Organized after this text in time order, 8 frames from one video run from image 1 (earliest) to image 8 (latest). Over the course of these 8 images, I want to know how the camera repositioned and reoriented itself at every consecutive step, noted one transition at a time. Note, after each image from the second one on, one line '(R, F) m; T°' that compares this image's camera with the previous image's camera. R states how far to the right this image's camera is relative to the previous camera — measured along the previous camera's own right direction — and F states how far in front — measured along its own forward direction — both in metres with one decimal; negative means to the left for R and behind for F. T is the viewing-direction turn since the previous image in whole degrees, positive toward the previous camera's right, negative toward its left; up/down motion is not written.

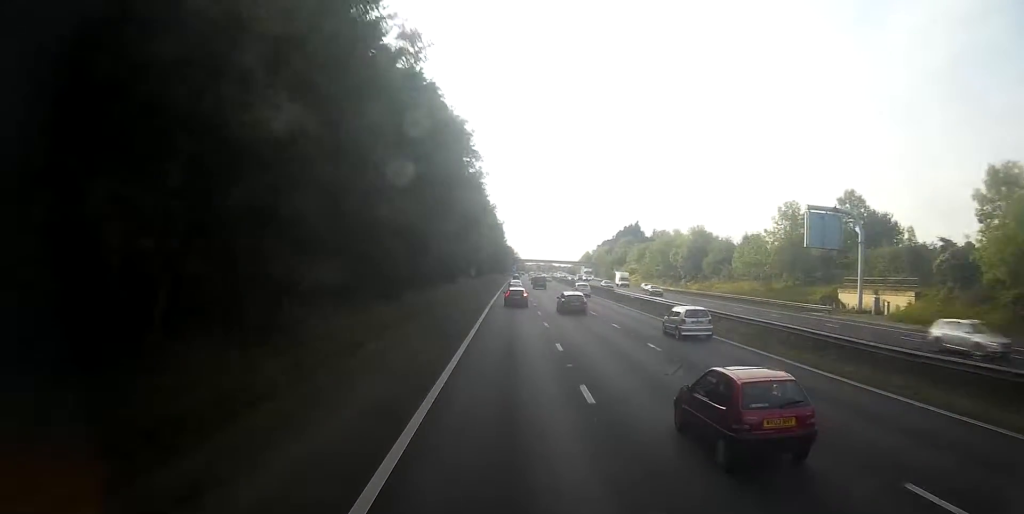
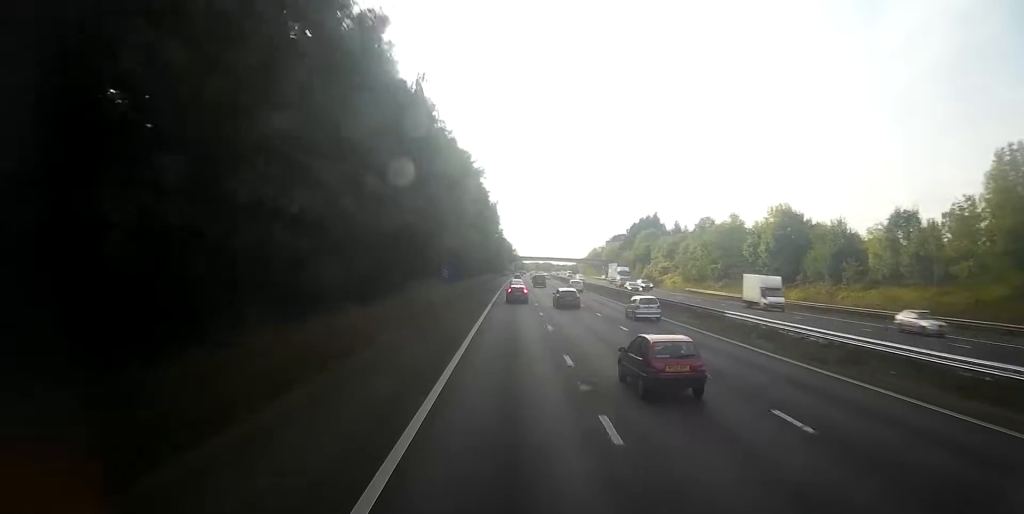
(+0.2, +39.4) m; 0°
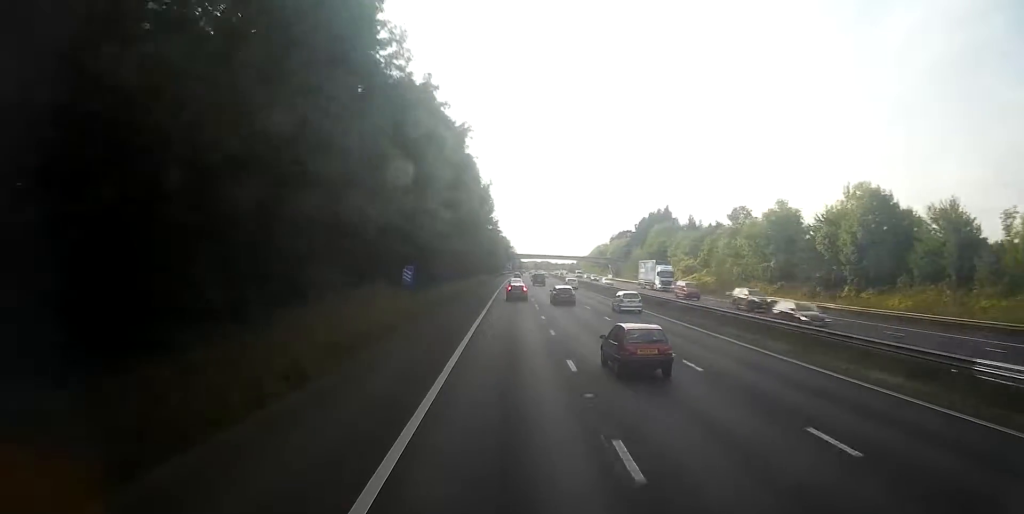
(0.0, +21.0) m; 0°
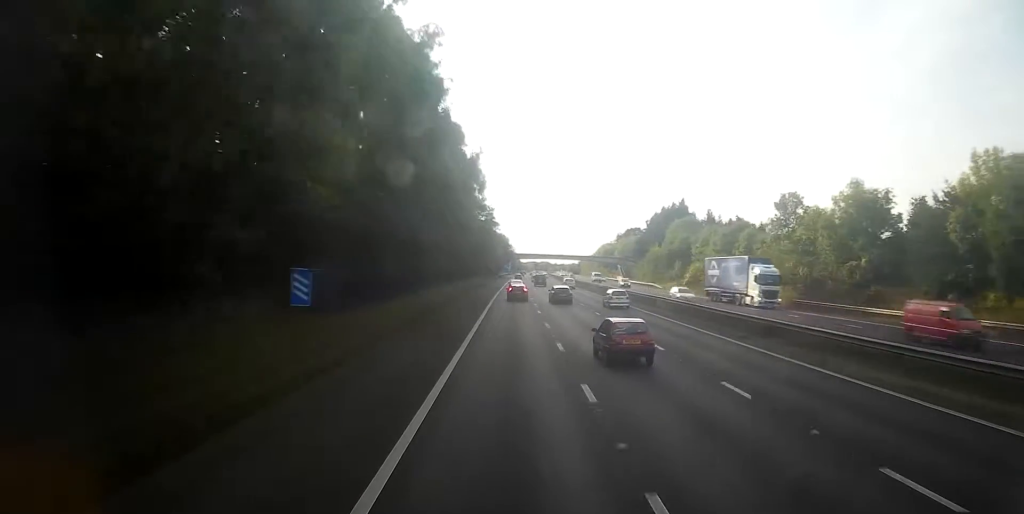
(0.0, +20.9) m; +1°
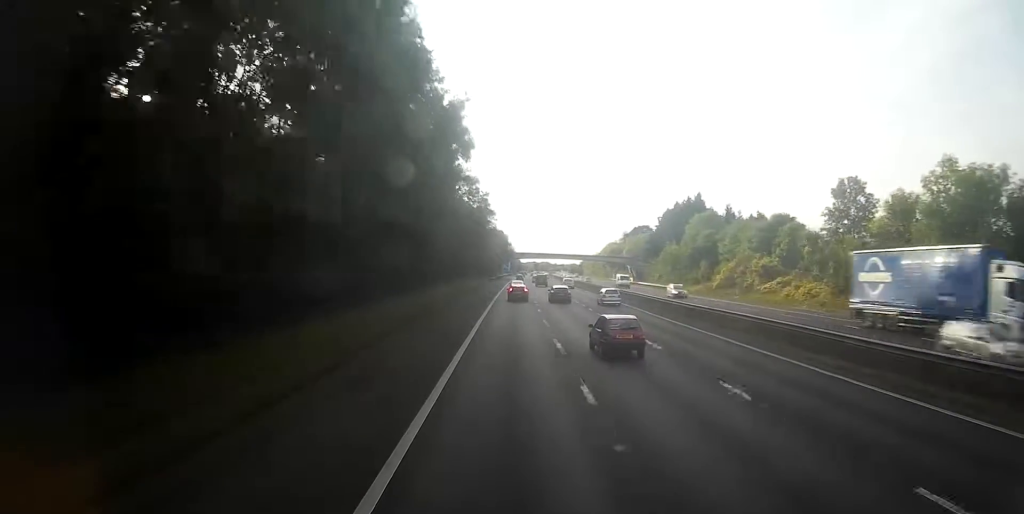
(0.0, +17.2) m; +1°
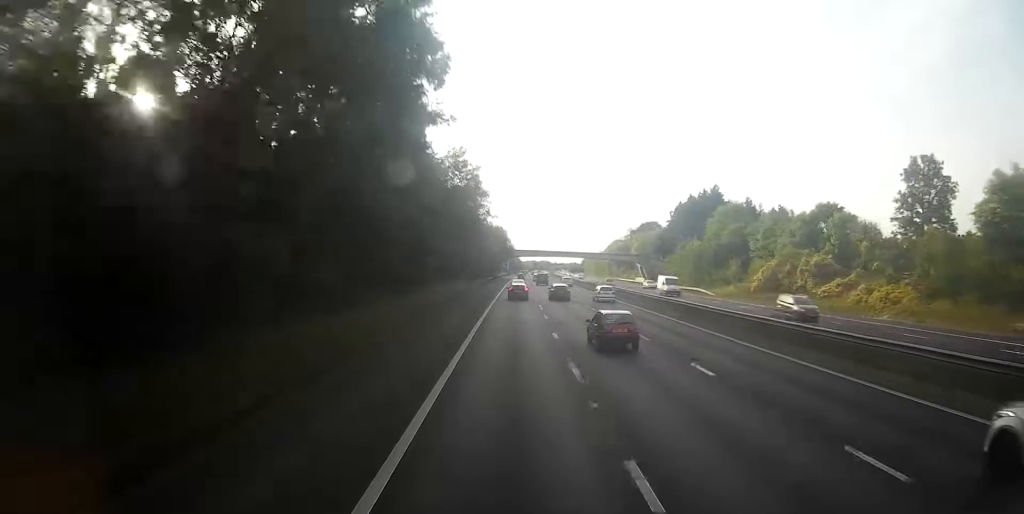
(+0.3, +15.4) m; 0°
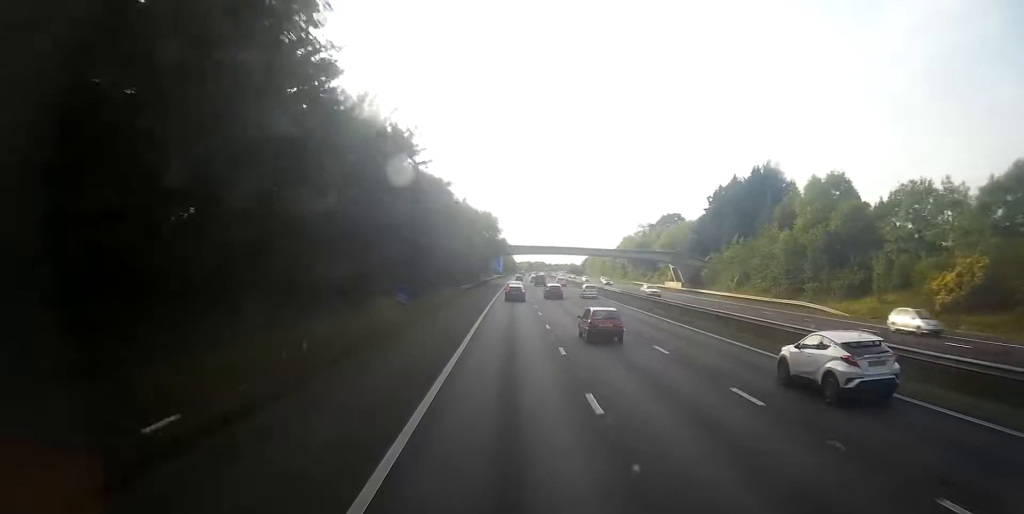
(-0.3, +38.9) m; 0°
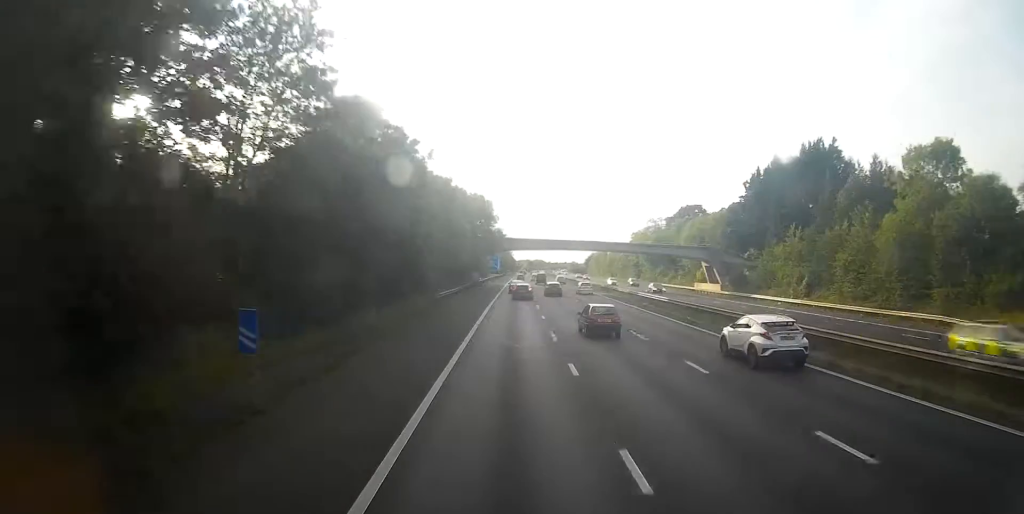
(+0.3, +22.7) m; 0°
